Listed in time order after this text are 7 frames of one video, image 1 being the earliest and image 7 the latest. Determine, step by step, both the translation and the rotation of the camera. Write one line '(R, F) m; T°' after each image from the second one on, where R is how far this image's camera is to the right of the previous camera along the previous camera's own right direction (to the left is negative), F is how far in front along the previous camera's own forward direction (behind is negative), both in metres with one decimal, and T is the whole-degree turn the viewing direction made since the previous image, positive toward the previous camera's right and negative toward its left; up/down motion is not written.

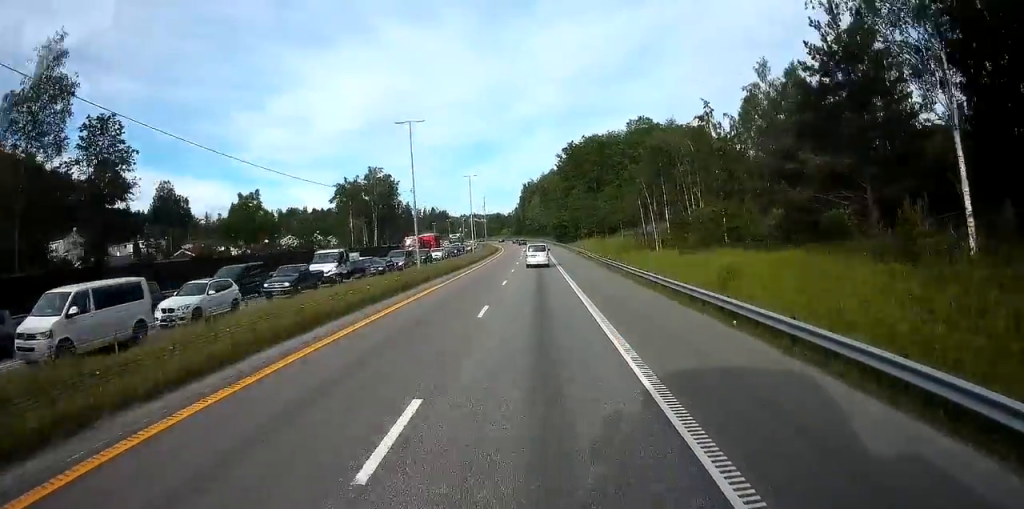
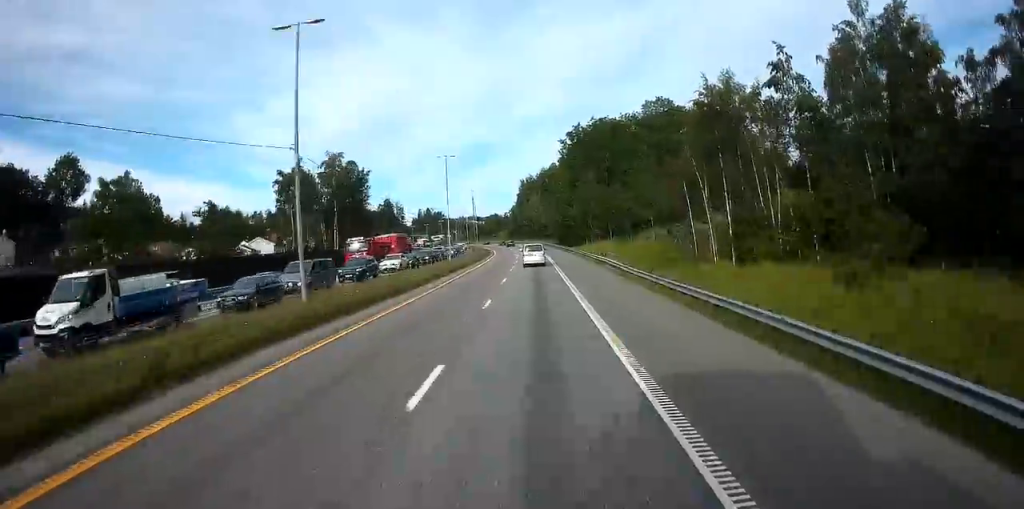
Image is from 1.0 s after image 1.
(+0.2, +21.7) m; 0°
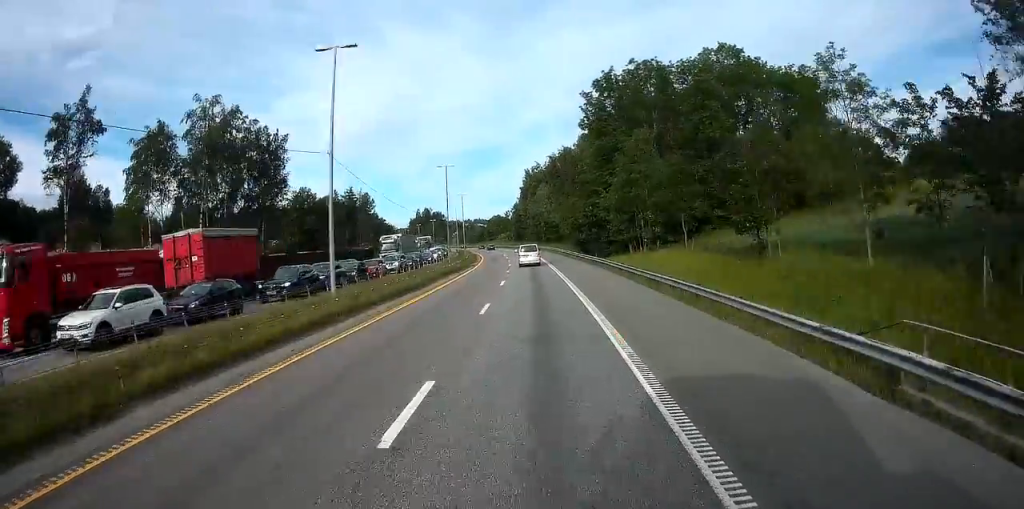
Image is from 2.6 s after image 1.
(-0.5, +37.4) m; -2°
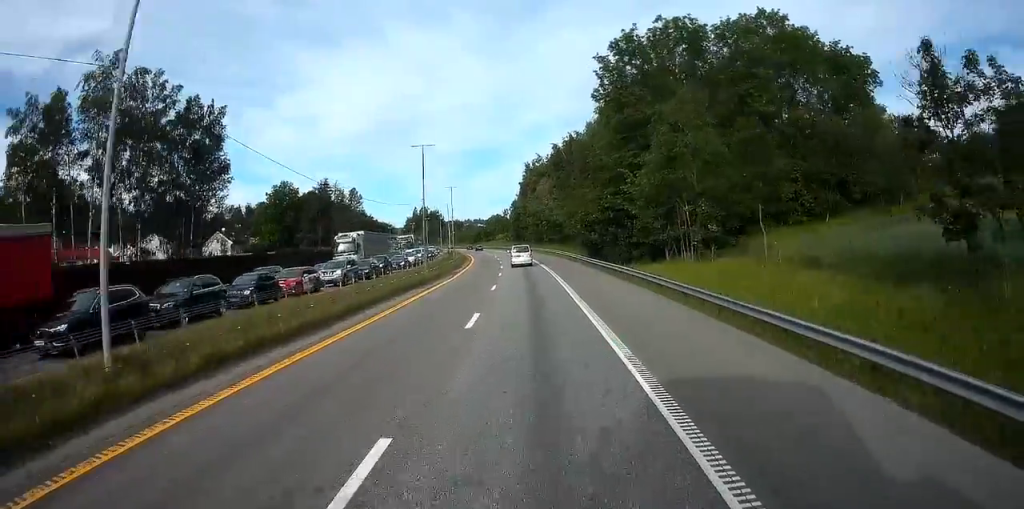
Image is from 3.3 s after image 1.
(-0.3, +14.9) m; 0°
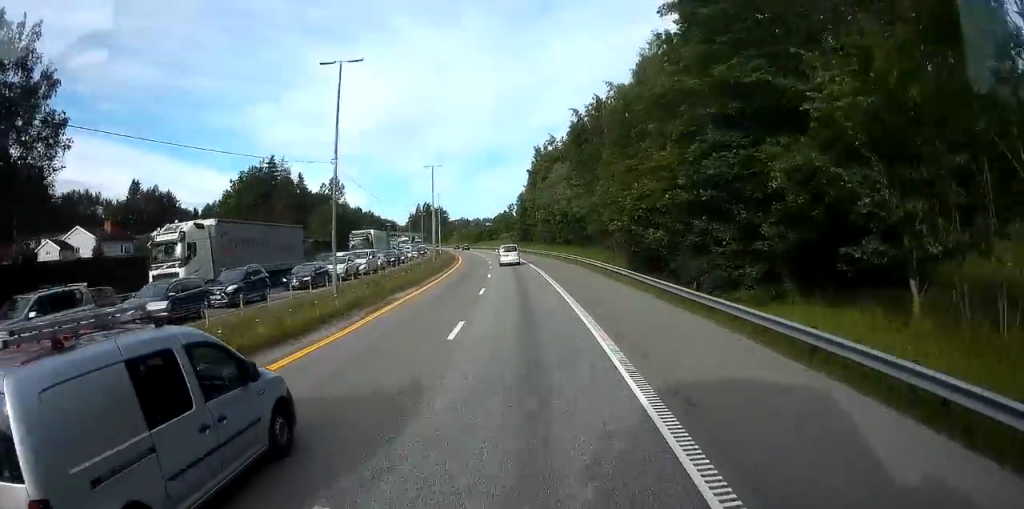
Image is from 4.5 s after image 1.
(+0.3, +26.2) m; -1°
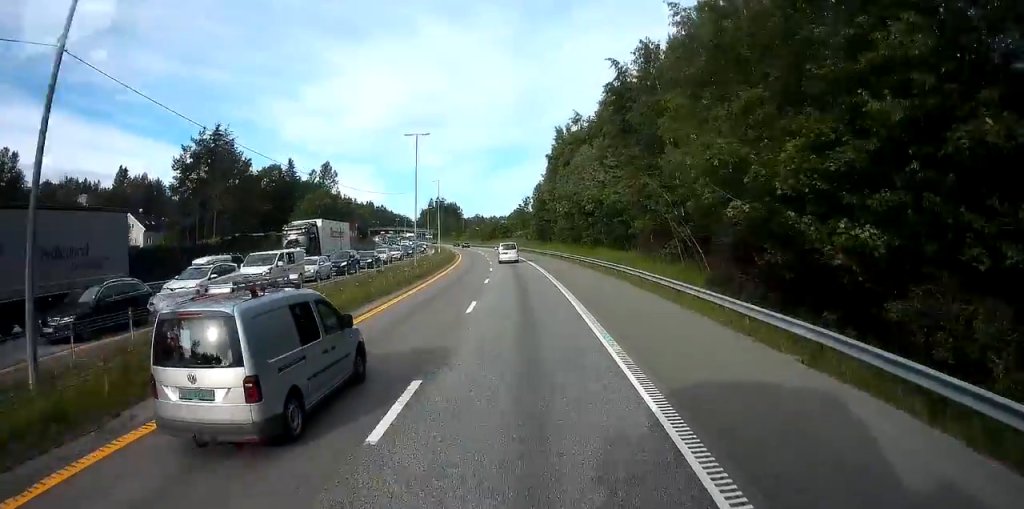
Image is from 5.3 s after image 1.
(-0.8, +19.5) m; -2°
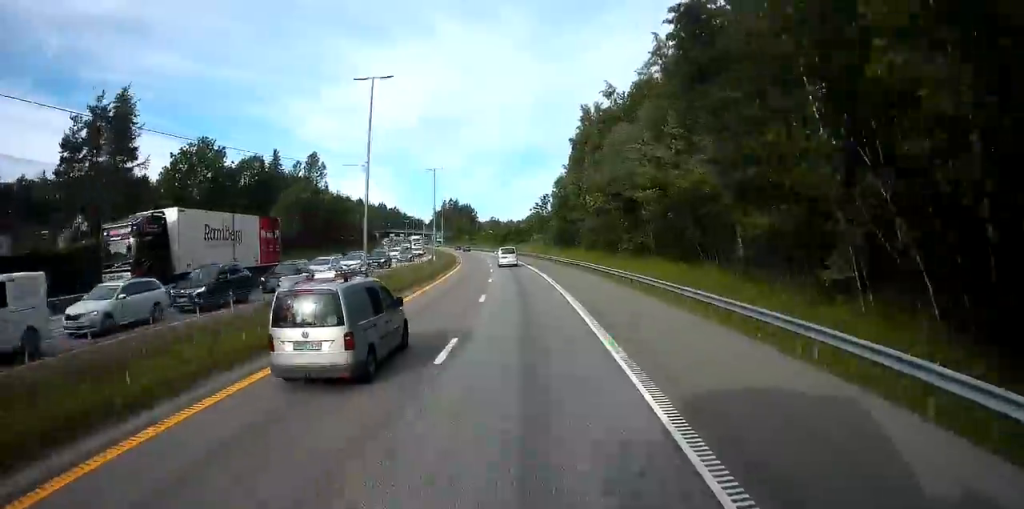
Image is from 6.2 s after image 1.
(-0.1, +19.5) m; -1°
